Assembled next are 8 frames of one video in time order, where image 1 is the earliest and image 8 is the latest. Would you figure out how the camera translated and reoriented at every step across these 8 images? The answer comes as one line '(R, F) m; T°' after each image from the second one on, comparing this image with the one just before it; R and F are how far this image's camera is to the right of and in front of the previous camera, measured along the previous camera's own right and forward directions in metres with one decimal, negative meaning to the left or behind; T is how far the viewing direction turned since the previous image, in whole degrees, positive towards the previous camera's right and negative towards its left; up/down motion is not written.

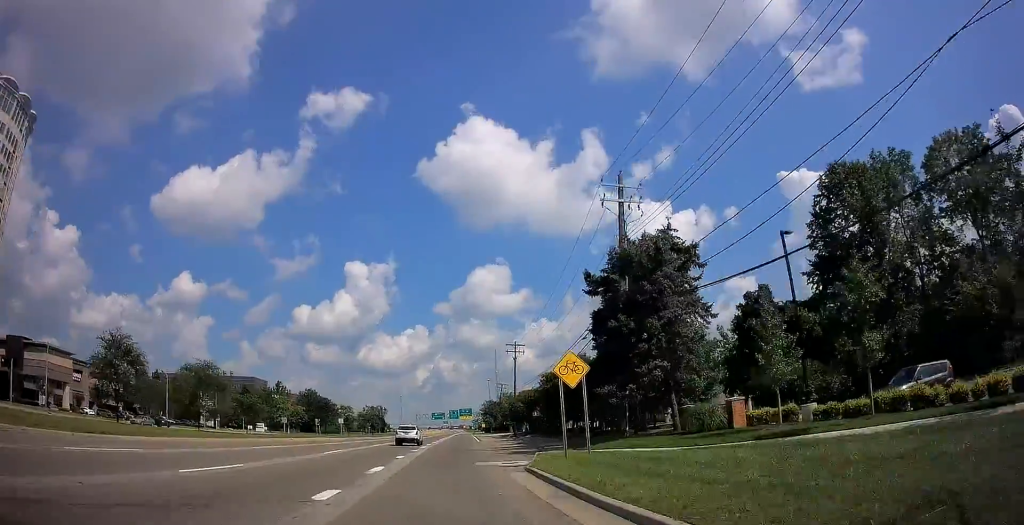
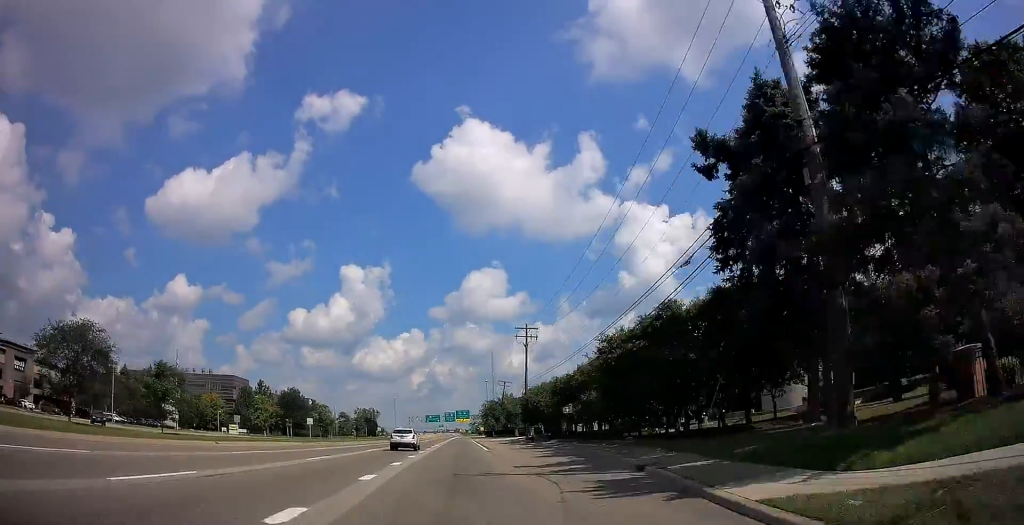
(0.0, +18.2) m; 0°
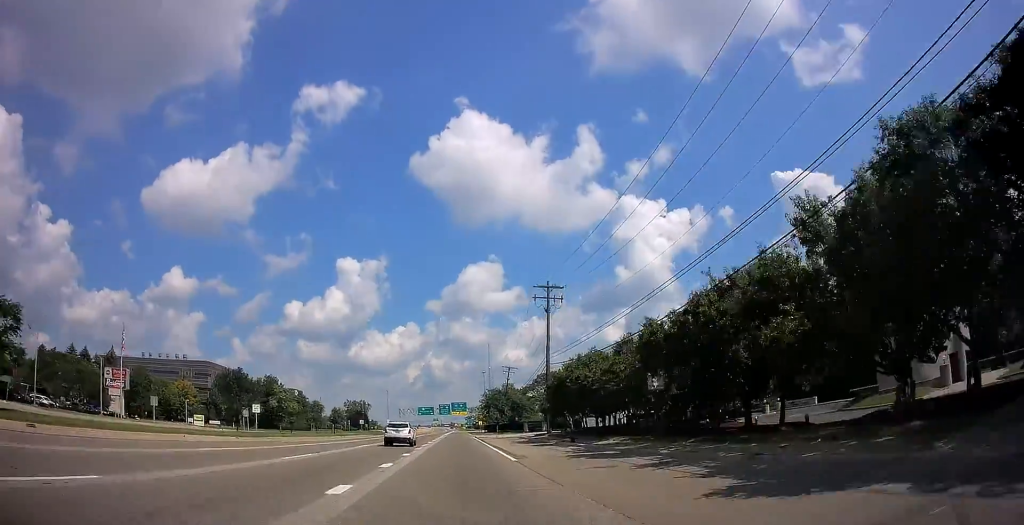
(0.0, +19.0) m; 0°
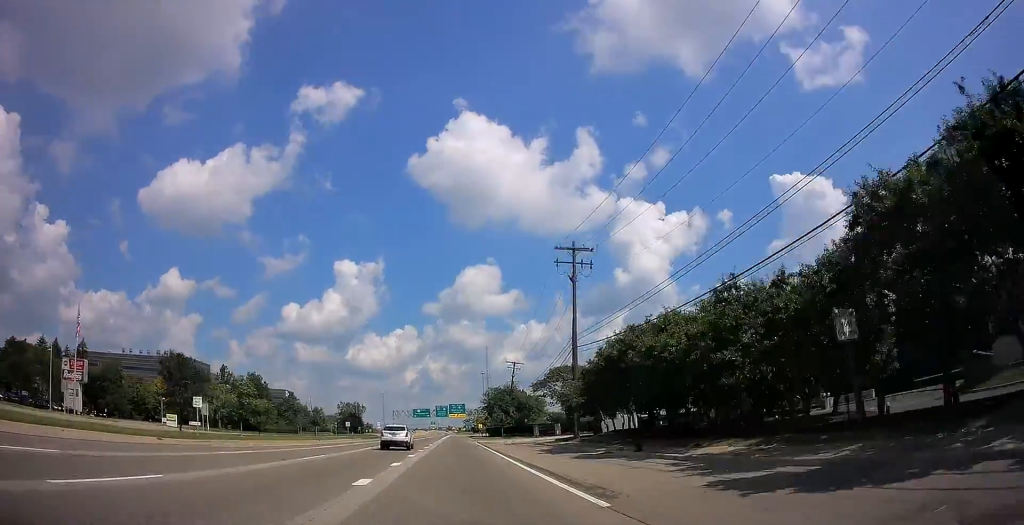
(0.0, +13.4) m; +1°
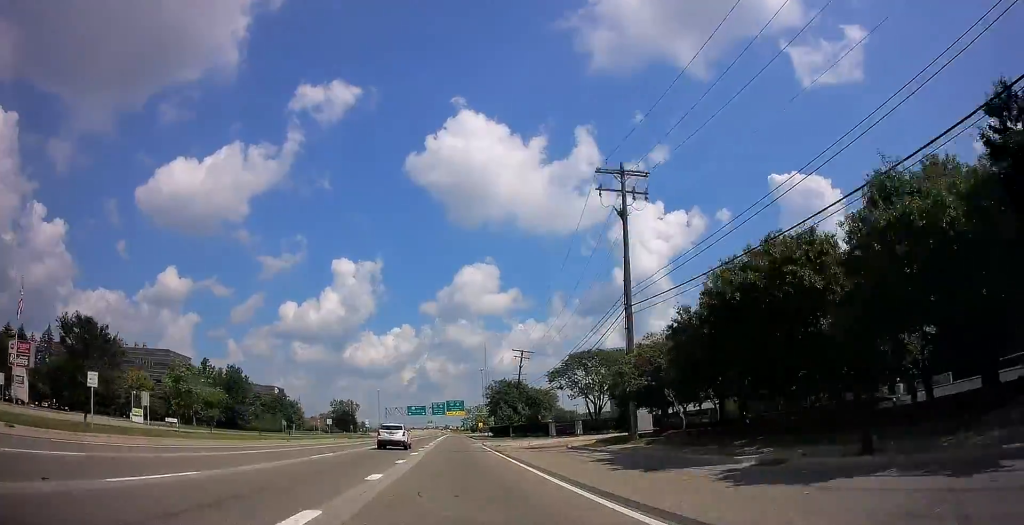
(+0.1, +14.0) m; +1°
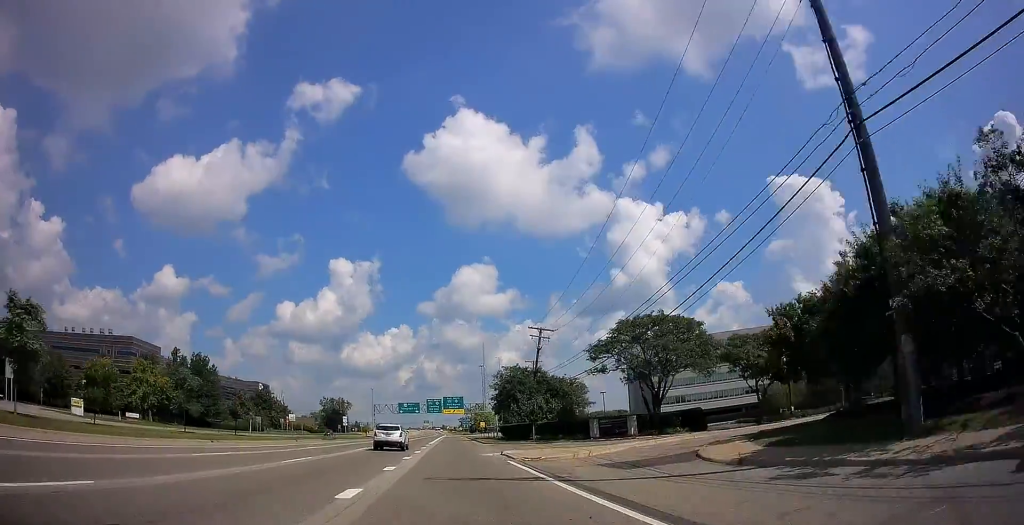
(+0.2, +18.8) m; 0°
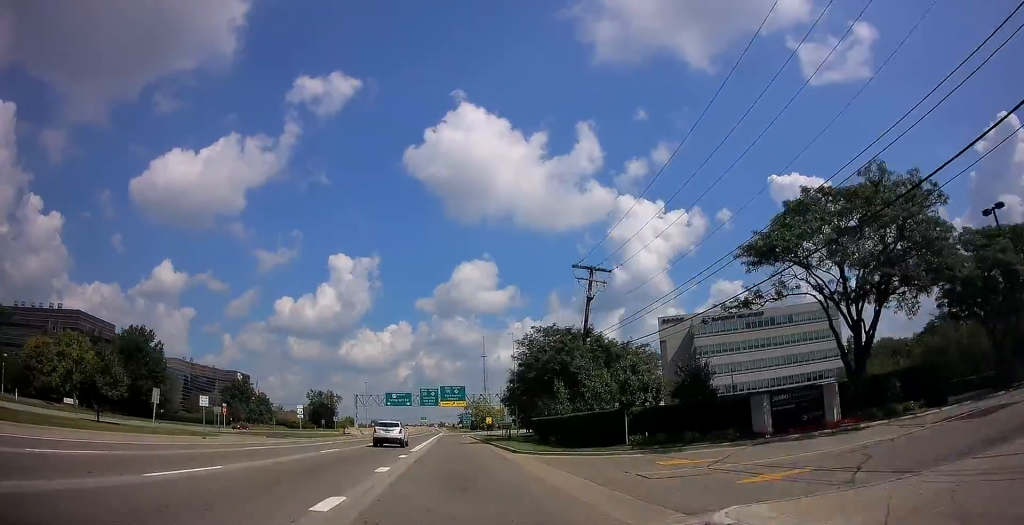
(-0.2, +25.5) m; 0°
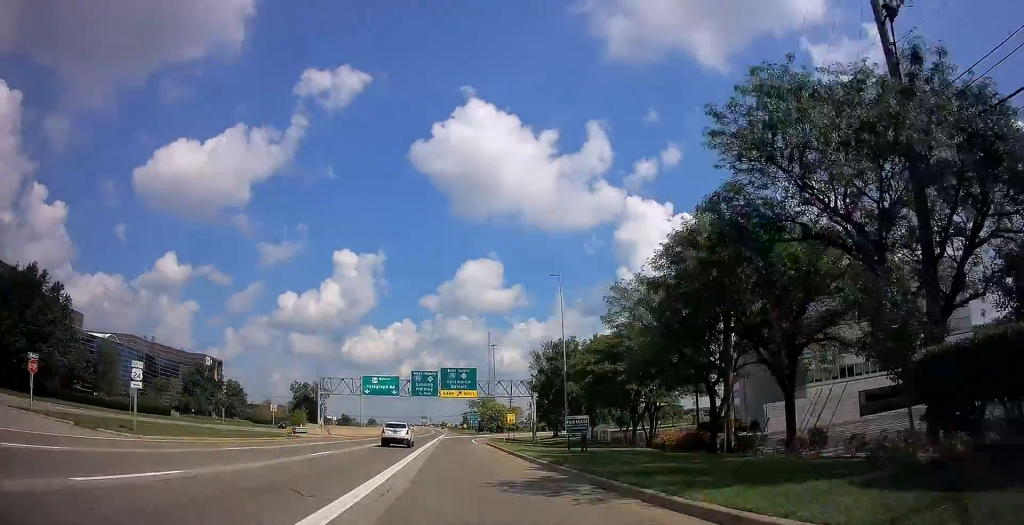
(+0.2, +32.9) m; 0°
